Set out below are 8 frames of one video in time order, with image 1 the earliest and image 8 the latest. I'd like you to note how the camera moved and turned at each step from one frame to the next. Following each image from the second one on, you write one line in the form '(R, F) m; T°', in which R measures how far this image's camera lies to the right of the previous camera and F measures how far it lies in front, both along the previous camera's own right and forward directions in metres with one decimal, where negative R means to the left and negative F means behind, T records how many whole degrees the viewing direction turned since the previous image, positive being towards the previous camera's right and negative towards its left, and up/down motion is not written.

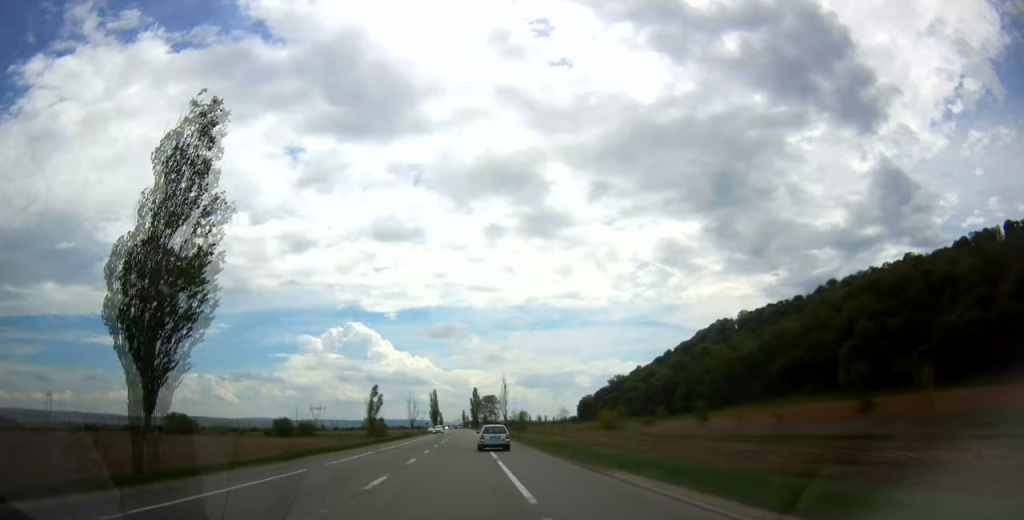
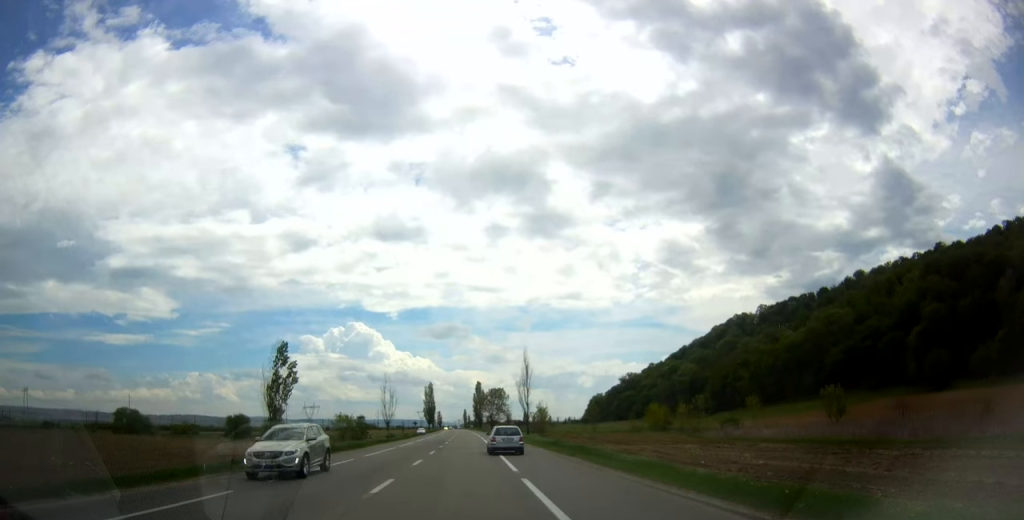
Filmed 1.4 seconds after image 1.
(-0.4, +36.7) m; 0°
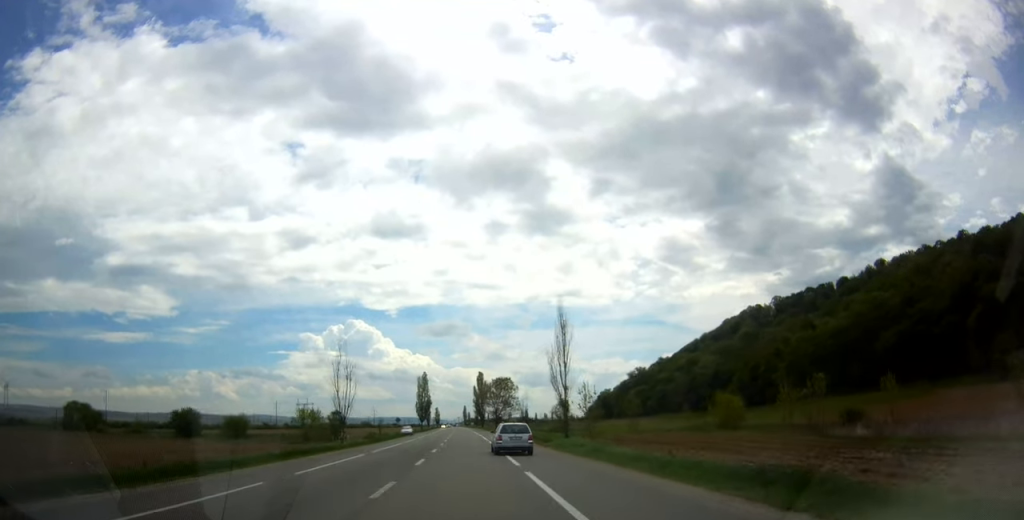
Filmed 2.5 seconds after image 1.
(+0.1, +28.1) m; 0°
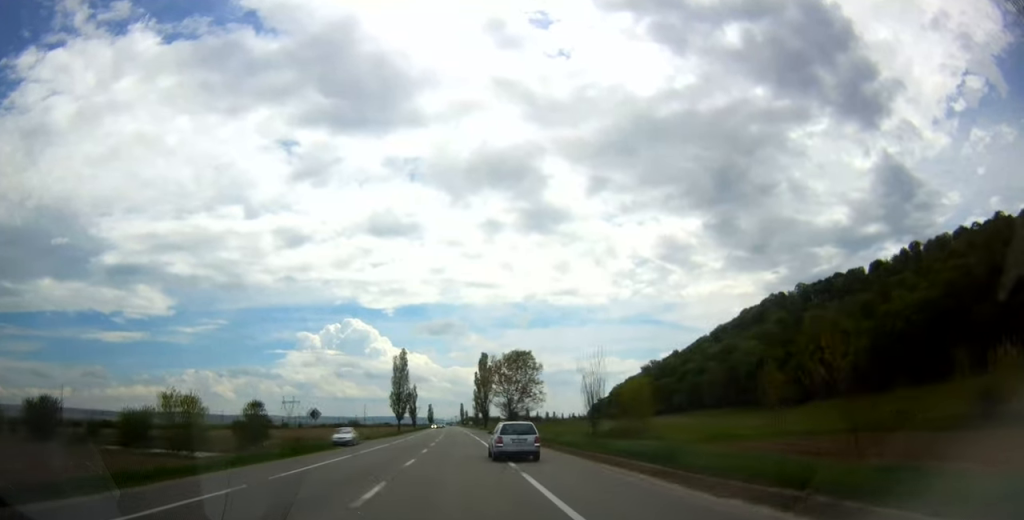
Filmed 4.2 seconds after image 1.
(+0.4, +45.5) m; +1°
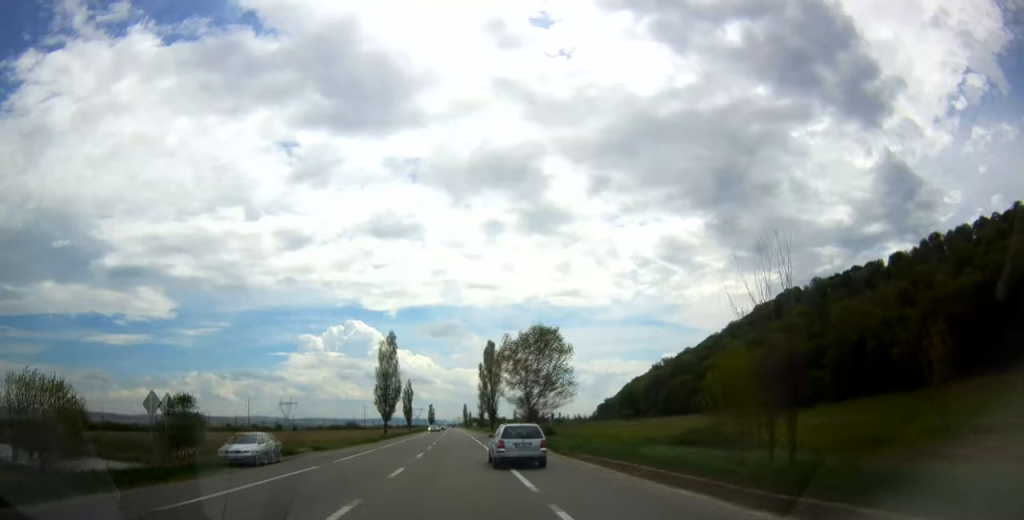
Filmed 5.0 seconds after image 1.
(0.0, +21.4) m; -1°
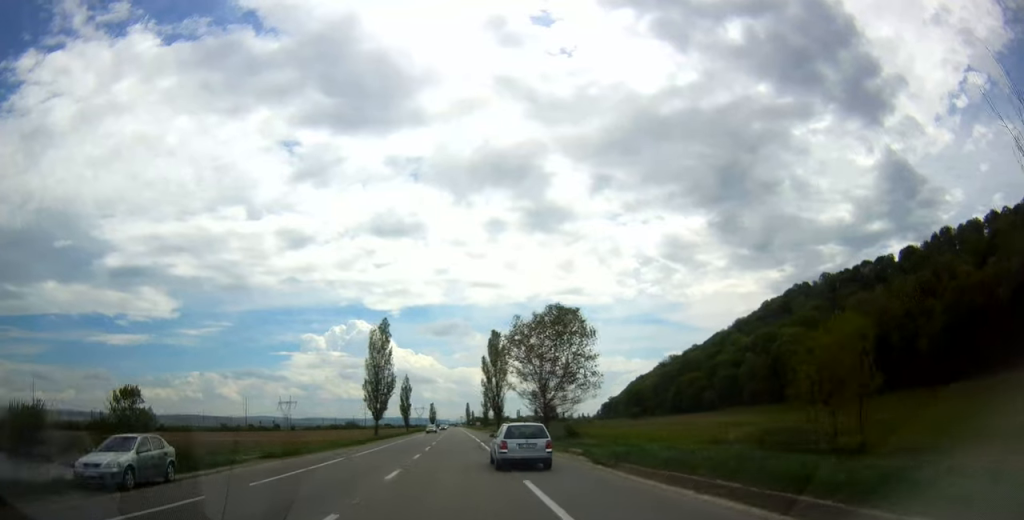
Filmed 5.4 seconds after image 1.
(-0.2, +10.7) m; 0°
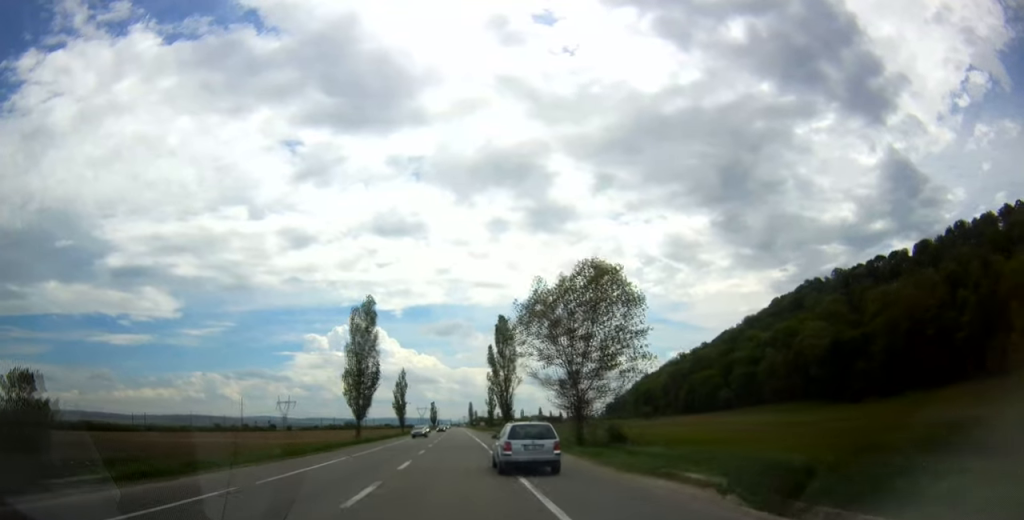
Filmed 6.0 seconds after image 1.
(-0.1, +13.9) m; 0°
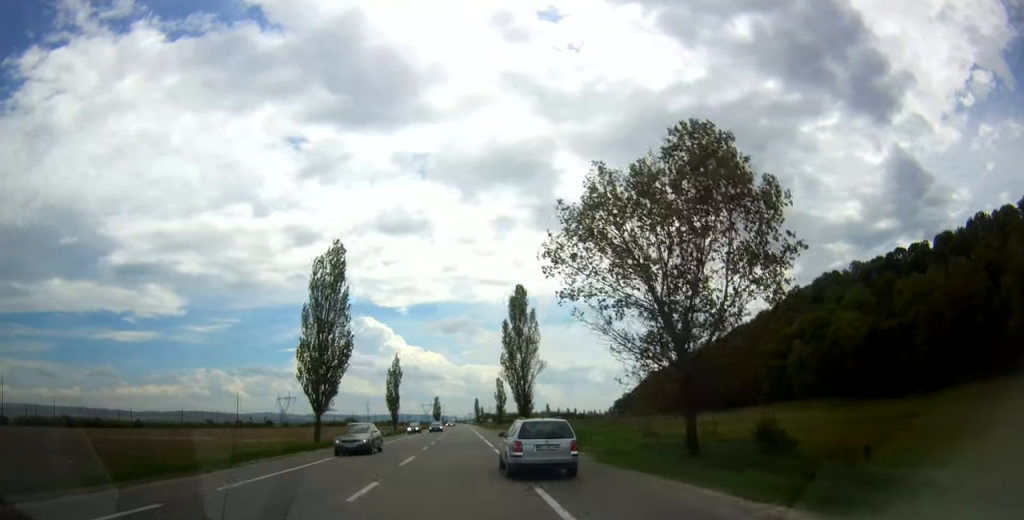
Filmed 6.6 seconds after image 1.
(+0.2, +18.2) m; 0°
